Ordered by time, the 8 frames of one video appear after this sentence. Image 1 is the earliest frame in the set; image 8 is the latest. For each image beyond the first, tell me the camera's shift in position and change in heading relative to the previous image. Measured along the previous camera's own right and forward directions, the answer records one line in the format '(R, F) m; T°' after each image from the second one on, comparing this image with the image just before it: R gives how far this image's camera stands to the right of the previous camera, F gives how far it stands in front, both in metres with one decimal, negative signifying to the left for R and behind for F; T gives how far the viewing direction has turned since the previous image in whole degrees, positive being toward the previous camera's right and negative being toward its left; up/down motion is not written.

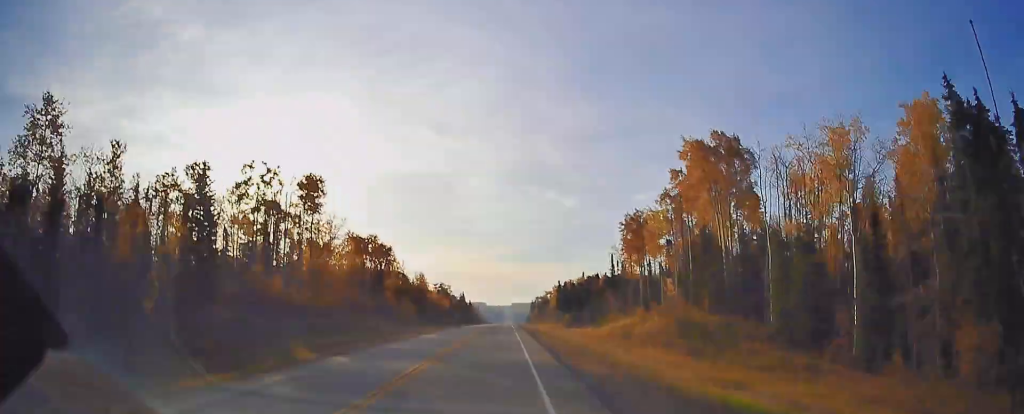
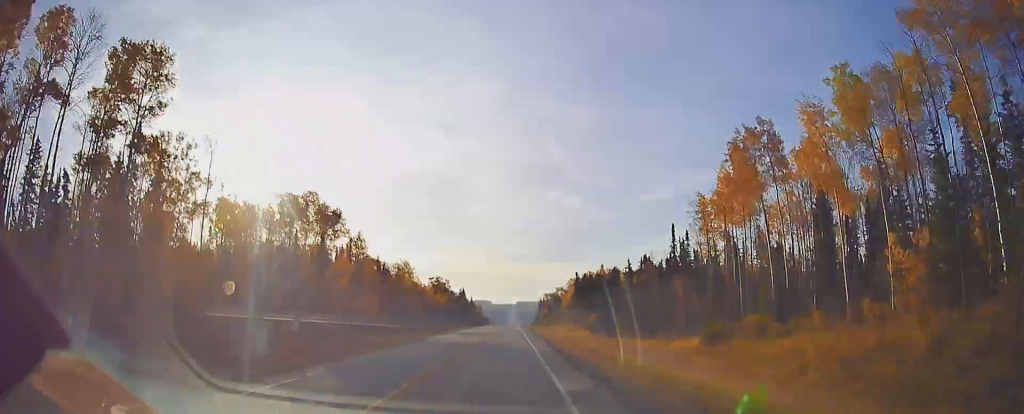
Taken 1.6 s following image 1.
(-0.1, +41.9) m; 0°
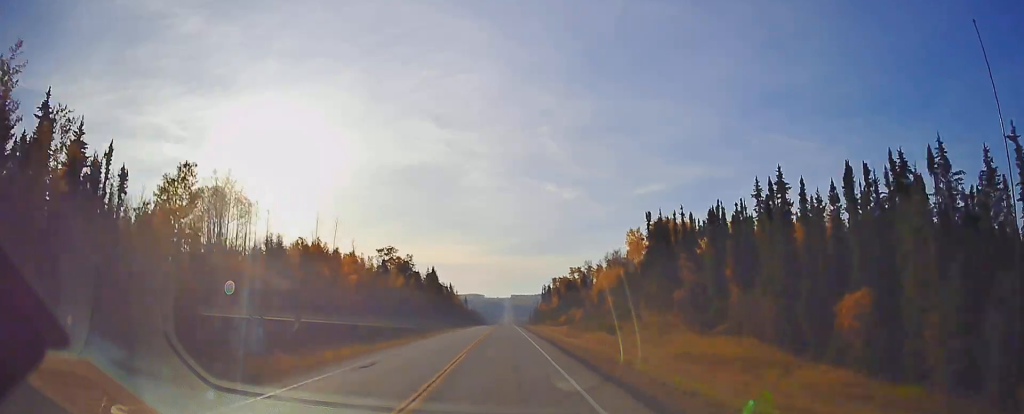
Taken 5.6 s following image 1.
(+0.2, +105.7) m; 0°
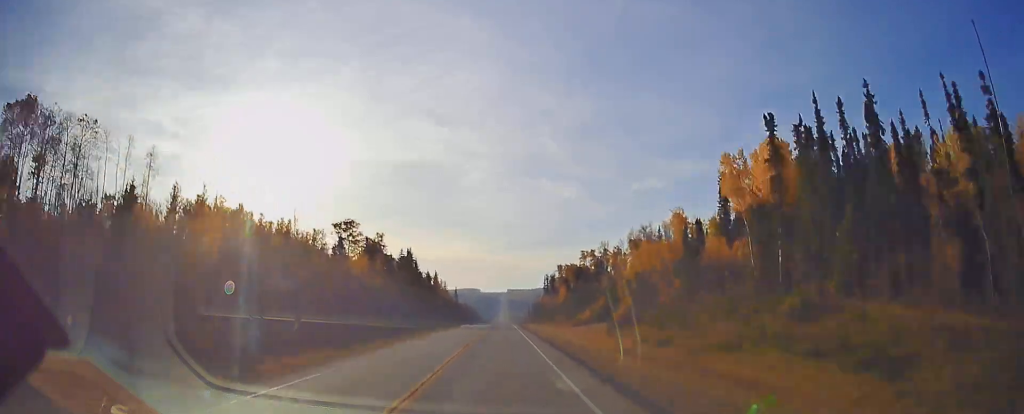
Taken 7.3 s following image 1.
(+0.1, +45.6) m; 0°
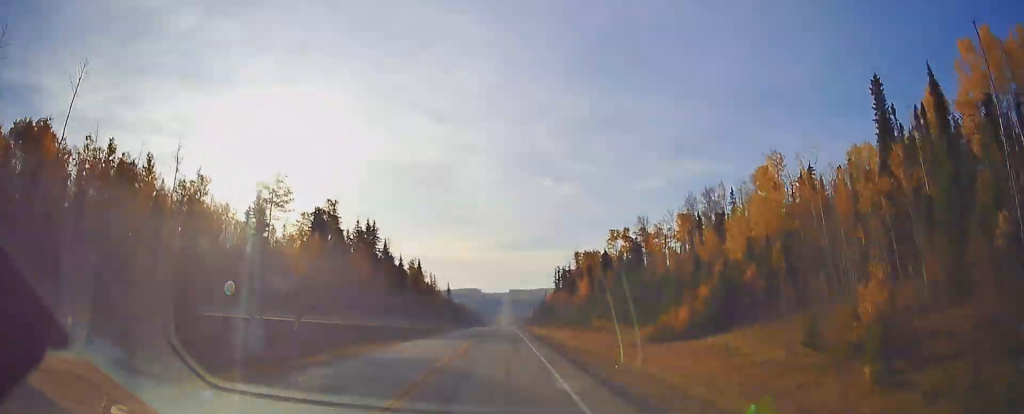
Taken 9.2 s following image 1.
(0.0, +51.1) m; 0°
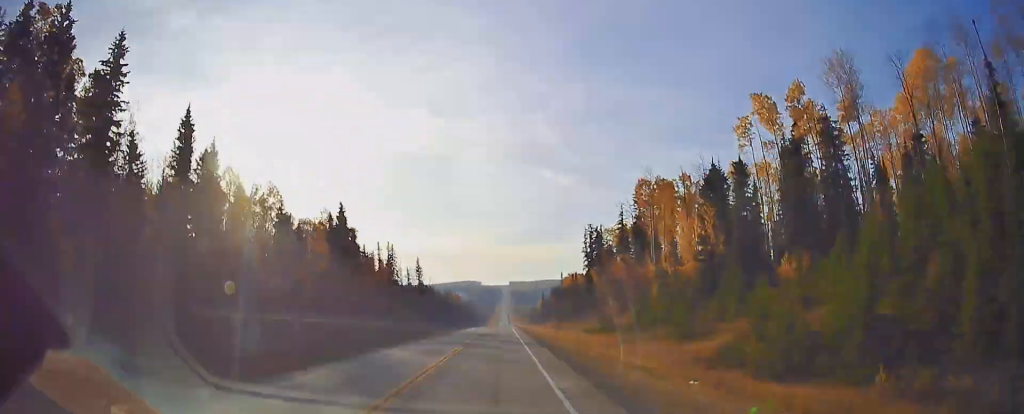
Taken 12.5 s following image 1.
(0.0, +89.6) m; 0°
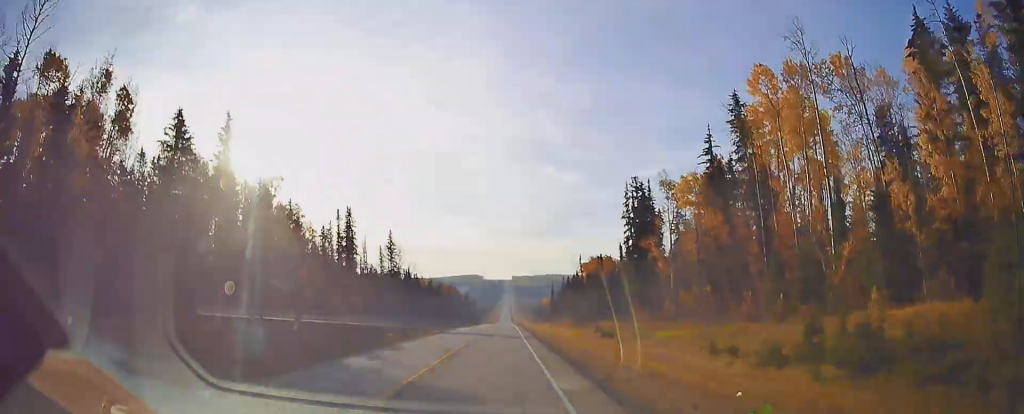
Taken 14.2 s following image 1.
(0.0, +46.6) m; 0°
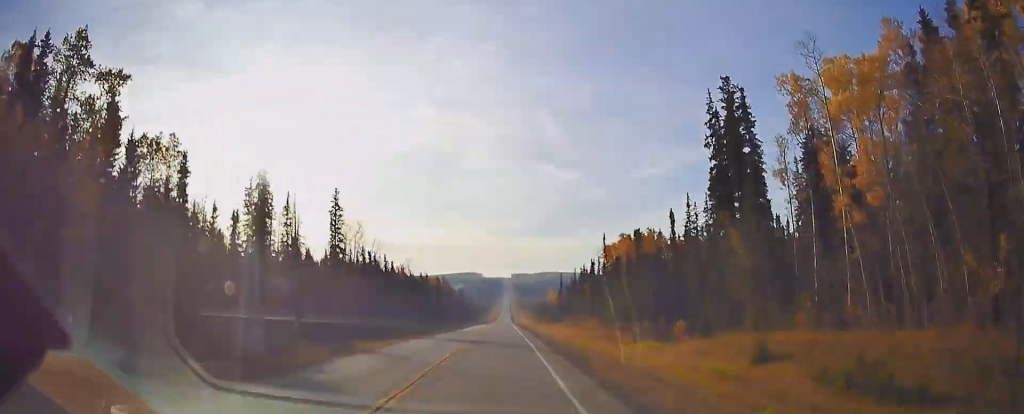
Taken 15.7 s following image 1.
(-0.1, +41.5) m; 0°
